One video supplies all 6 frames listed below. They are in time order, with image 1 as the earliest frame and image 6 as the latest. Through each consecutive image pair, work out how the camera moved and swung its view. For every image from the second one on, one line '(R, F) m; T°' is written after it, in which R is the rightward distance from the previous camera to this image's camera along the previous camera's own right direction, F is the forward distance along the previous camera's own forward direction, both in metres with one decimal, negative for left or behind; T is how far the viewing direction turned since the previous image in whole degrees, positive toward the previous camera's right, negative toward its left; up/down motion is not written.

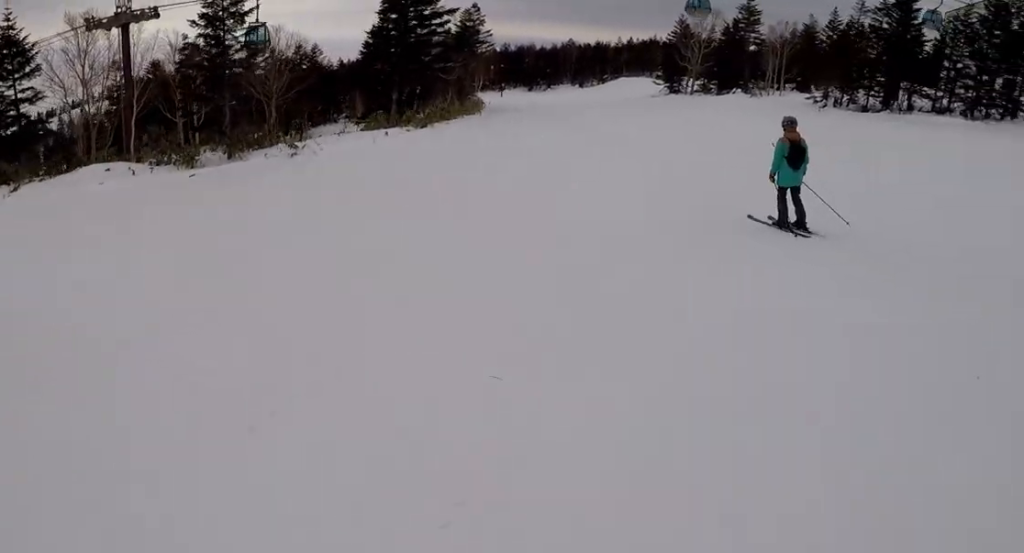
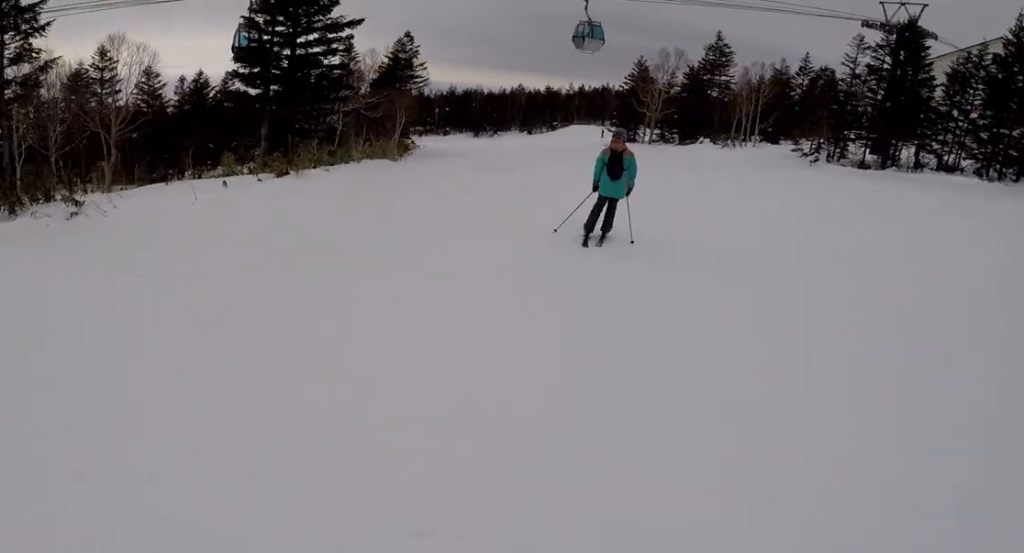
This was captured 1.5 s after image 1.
(+0.2, +9.3) m; +1°
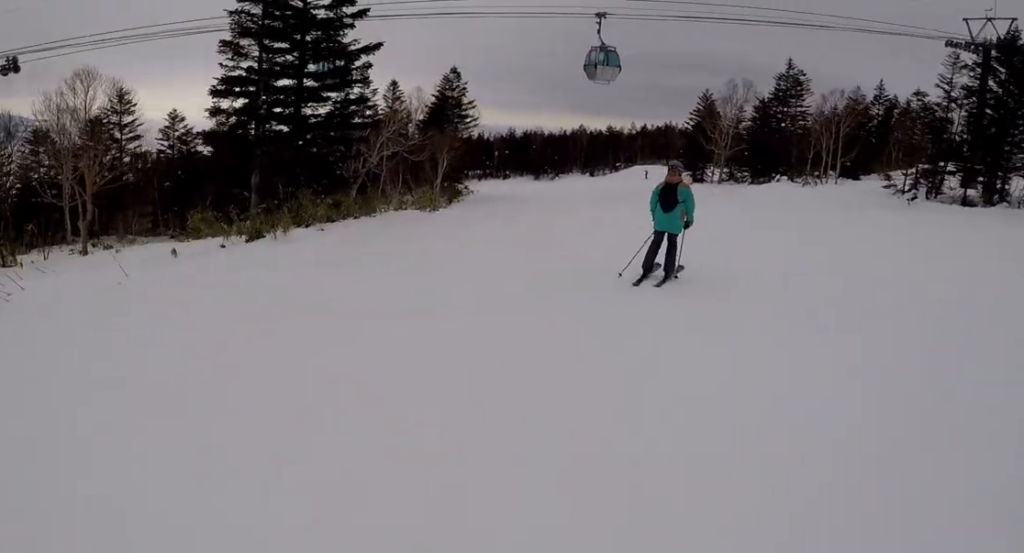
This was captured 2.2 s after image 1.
(-0.2, +4.6) m; -1°
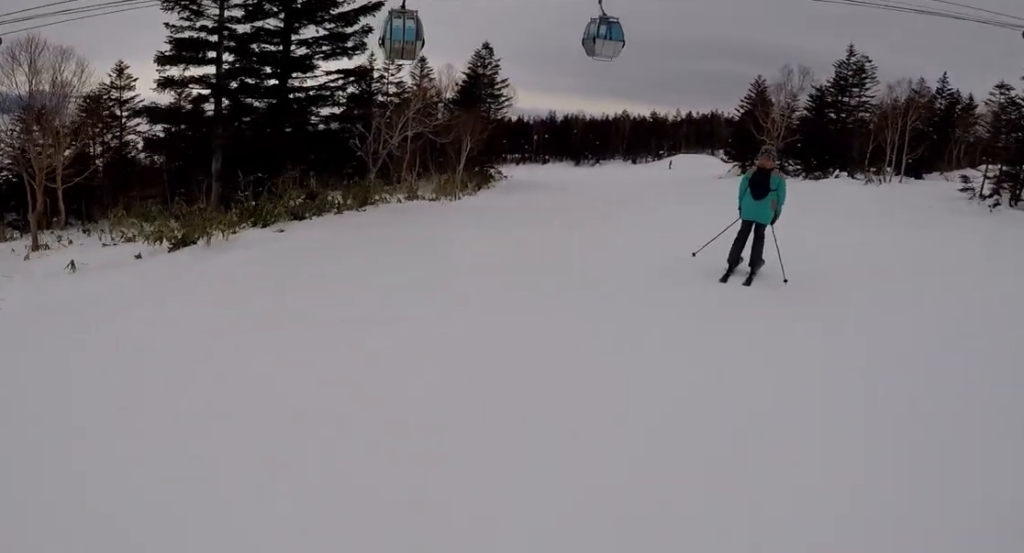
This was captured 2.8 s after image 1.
(-0.7, +3.5) m; -1°
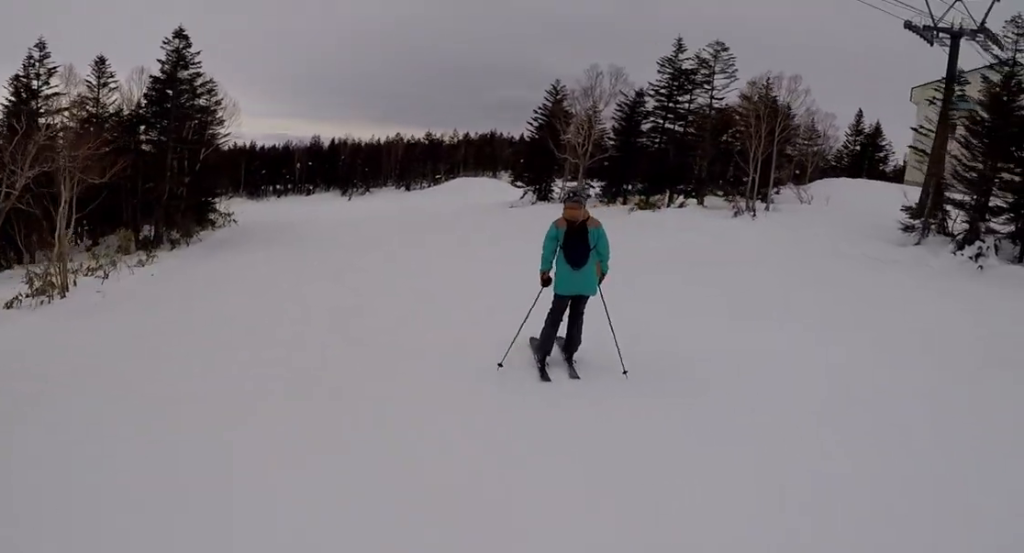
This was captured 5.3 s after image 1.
(+3.5, +14.4) m; +14°
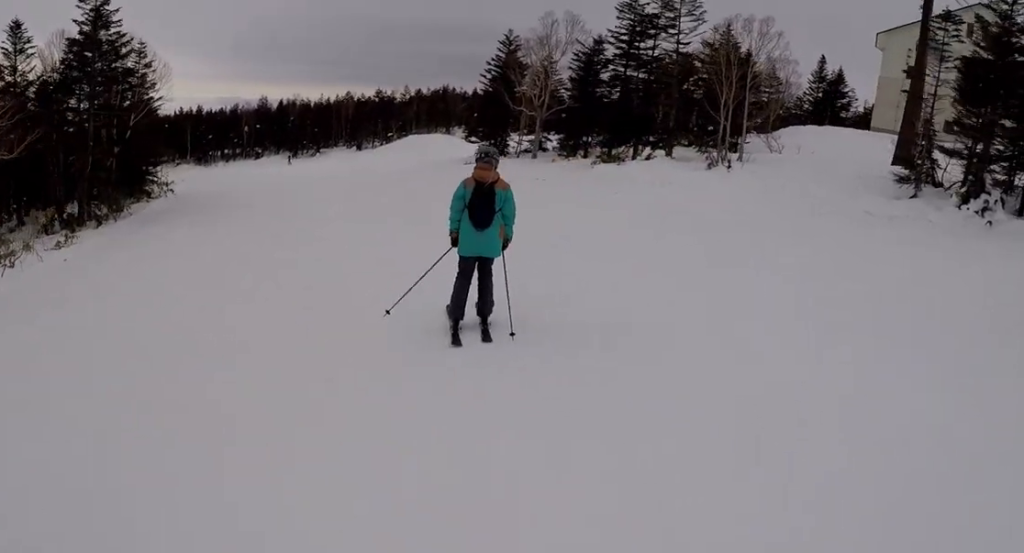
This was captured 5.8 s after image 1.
(0.0, +2.6) m; -1°
